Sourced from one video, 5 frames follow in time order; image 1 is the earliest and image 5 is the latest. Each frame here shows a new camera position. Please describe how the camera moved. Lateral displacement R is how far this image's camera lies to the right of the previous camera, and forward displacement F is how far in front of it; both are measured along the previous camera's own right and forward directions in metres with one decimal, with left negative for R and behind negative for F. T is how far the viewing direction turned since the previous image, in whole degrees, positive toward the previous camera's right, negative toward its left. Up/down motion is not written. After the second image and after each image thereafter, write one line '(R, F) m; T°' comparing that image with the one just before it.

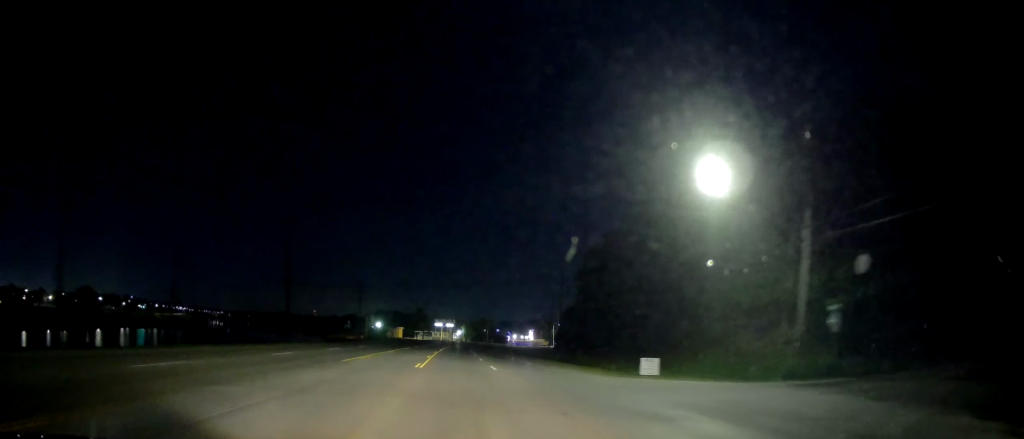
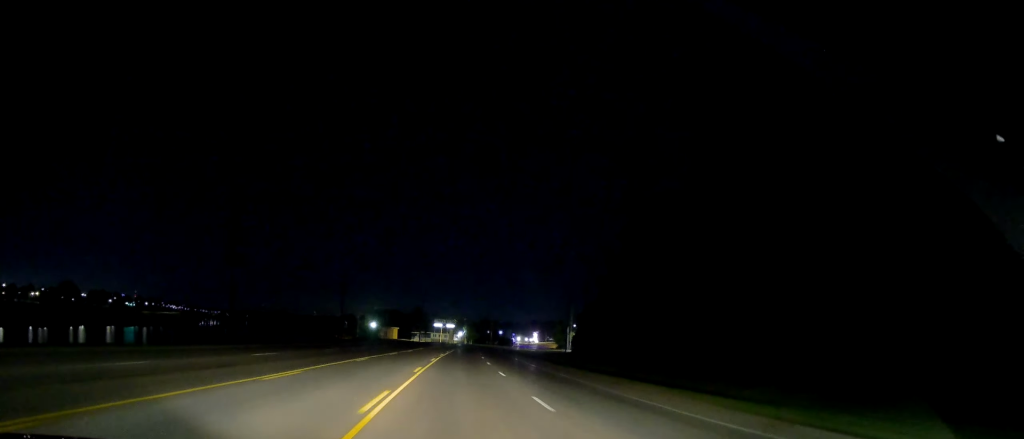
(-0.3, +27.1) m; +1°
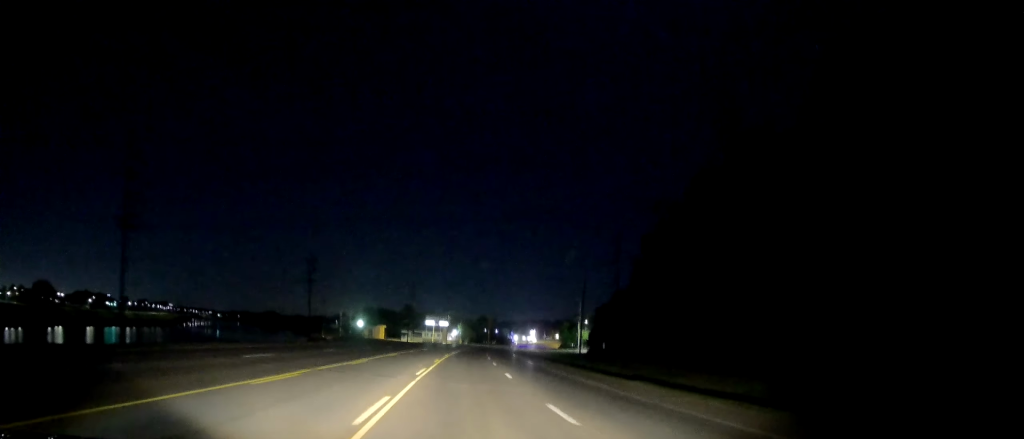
(+1.0, +25.8) m; +2°
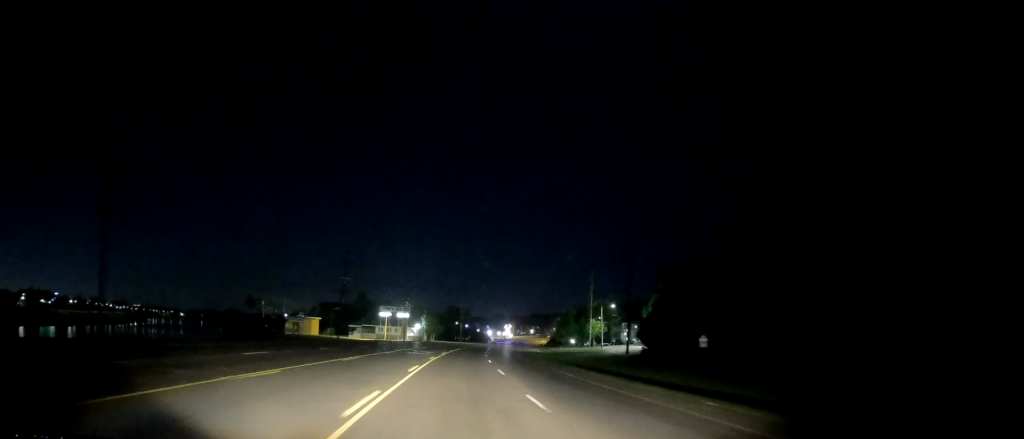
(-0.6, +59.9) m; +1°
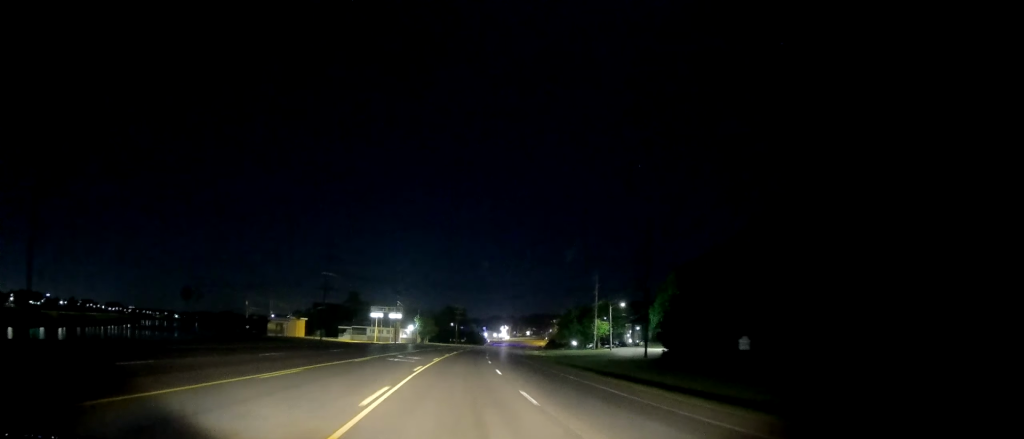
(+0.2, +10.0) m; 0°
